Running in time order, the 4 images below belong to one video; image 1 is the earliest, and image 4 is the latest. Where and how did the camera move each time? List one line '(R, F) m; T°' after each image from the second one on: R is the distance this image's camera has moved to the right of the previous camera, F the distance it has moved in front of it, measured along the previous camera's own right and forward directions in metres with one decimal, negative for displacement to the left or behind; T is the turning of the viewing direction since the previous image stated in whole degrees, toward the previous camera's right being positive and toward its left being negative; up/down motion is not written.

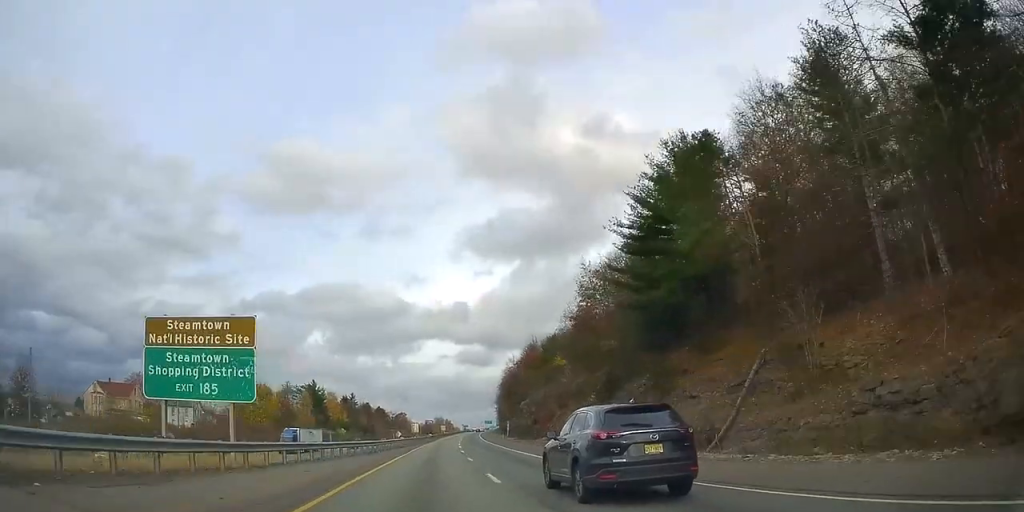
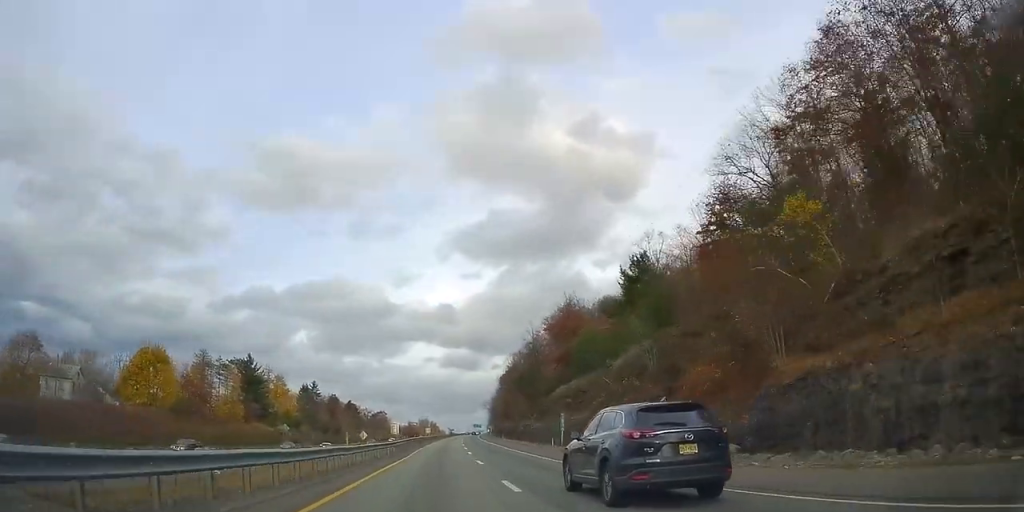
(+0.6, +52.0) m; +1°
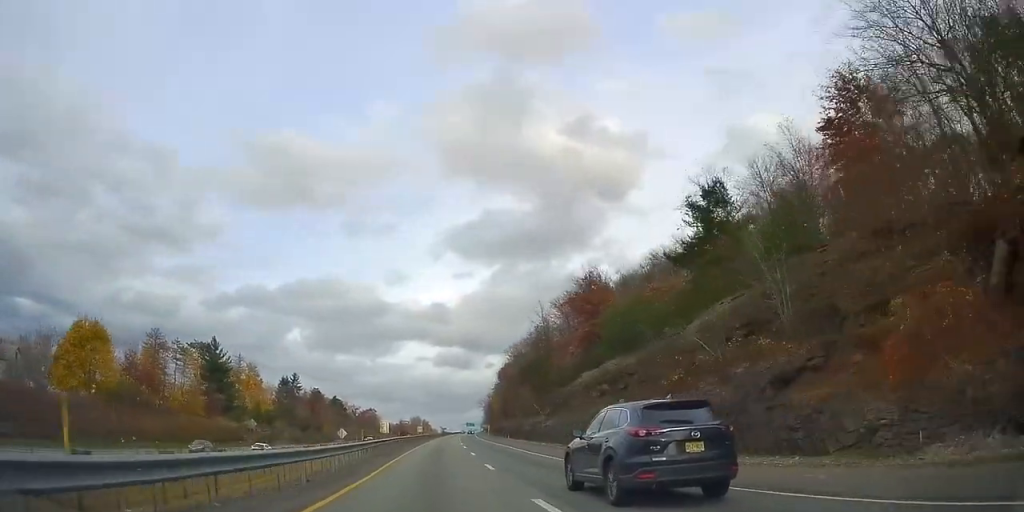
(0.0, +17.7) m; 0°
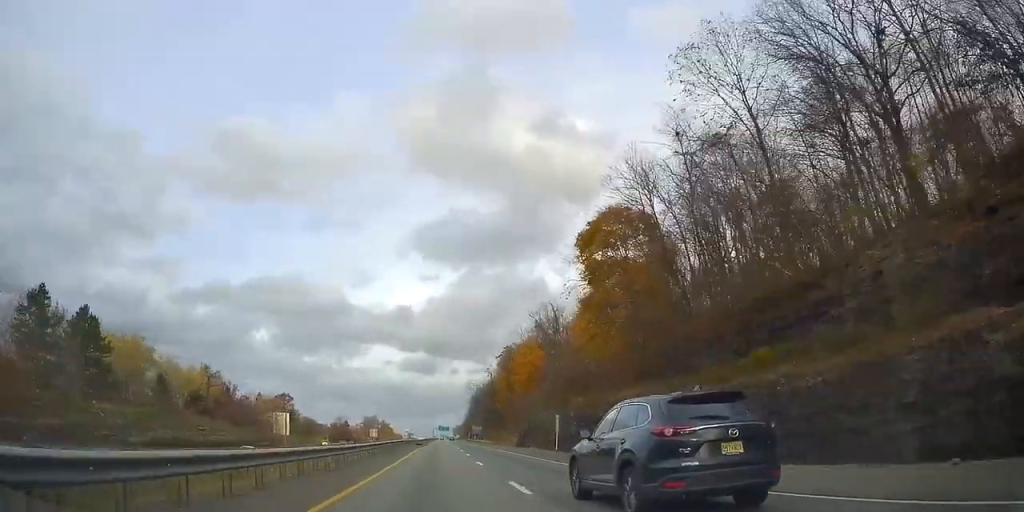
(+7.9, +142.5) m; +5°
